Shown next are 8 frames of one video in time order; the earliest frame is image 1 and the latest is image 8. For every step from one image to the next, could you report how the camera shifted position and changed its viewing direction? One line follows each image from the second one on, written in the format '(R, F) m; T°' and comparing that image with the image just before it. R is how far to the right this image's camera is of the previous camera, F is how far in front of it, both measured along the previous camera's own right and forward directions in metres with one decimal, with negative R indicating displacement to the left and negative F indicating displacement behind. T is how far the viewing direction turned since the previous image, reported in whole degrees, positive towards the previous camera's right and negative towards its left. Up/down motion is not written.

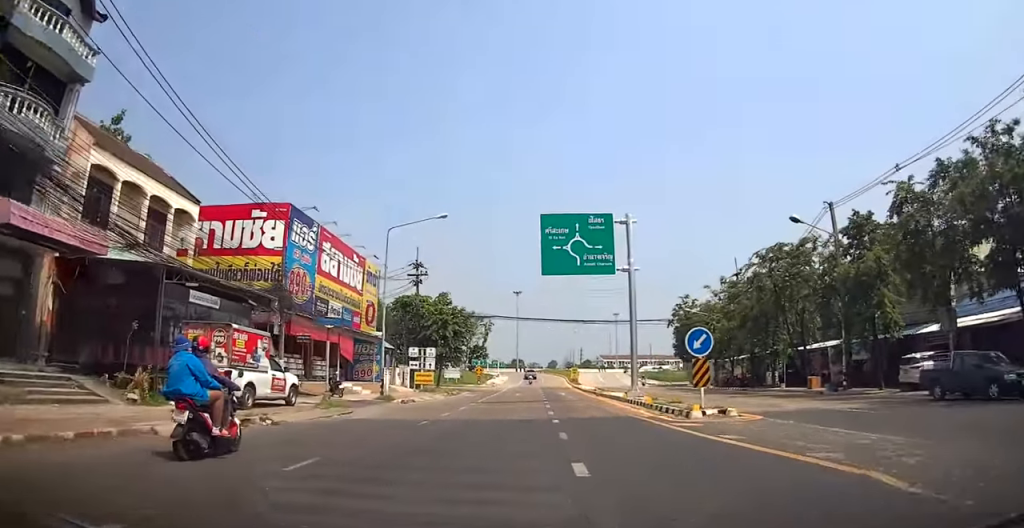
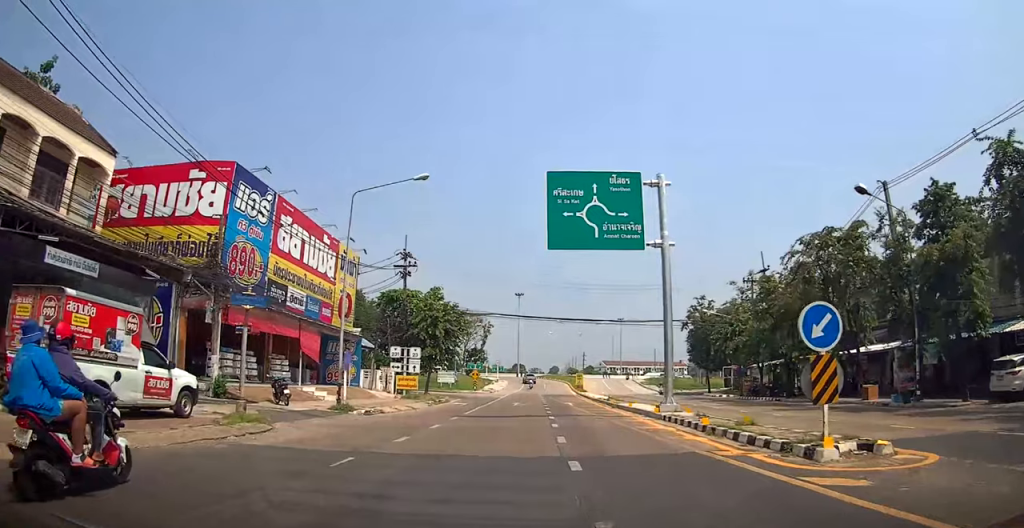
(0.0, +6.6) m; +1°
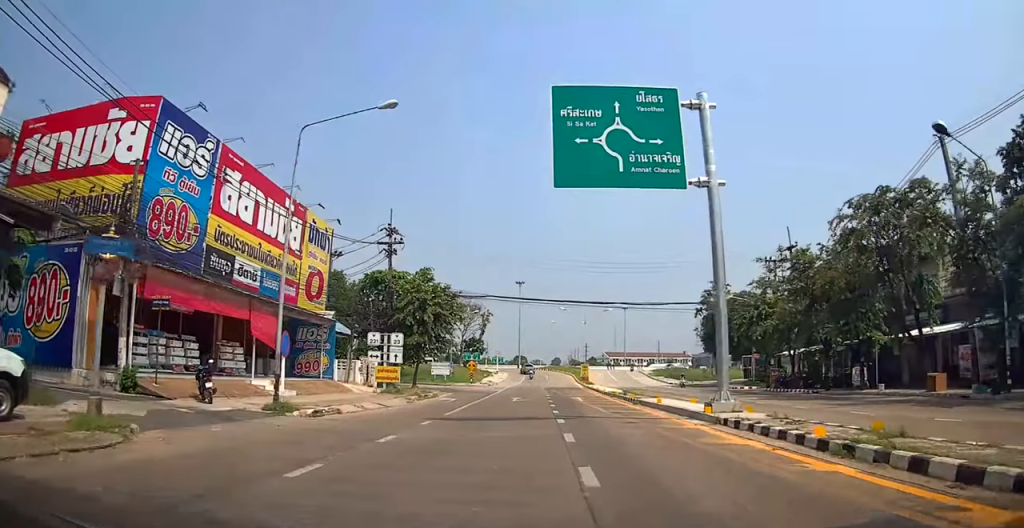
(+0.1, +5.7) m; 0°
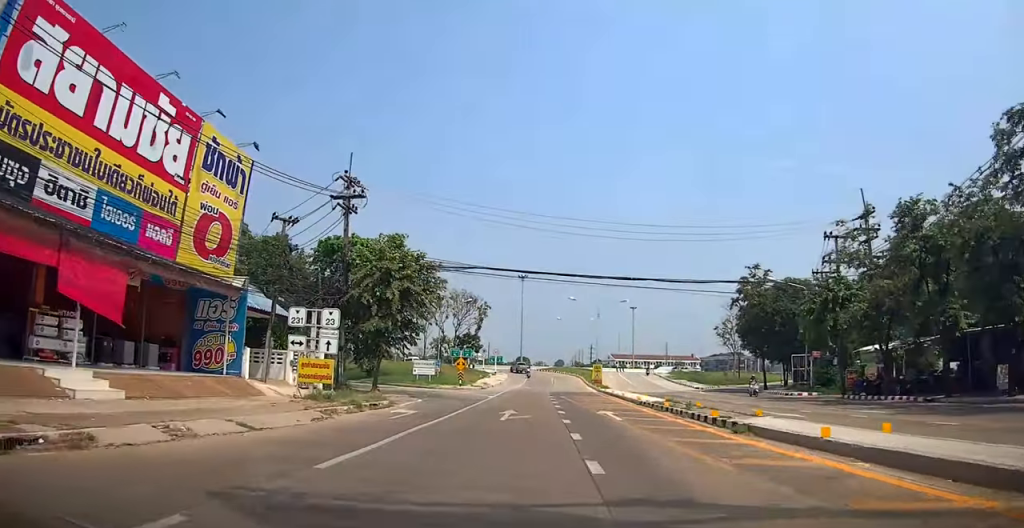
(+0.1, +11.6) m; 0°
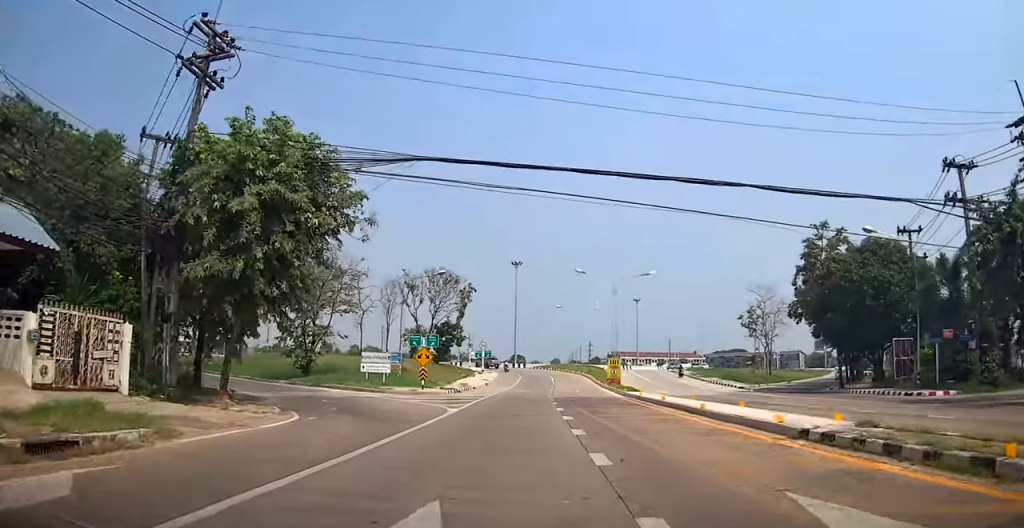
(-0.1, +16.0) m; -1°
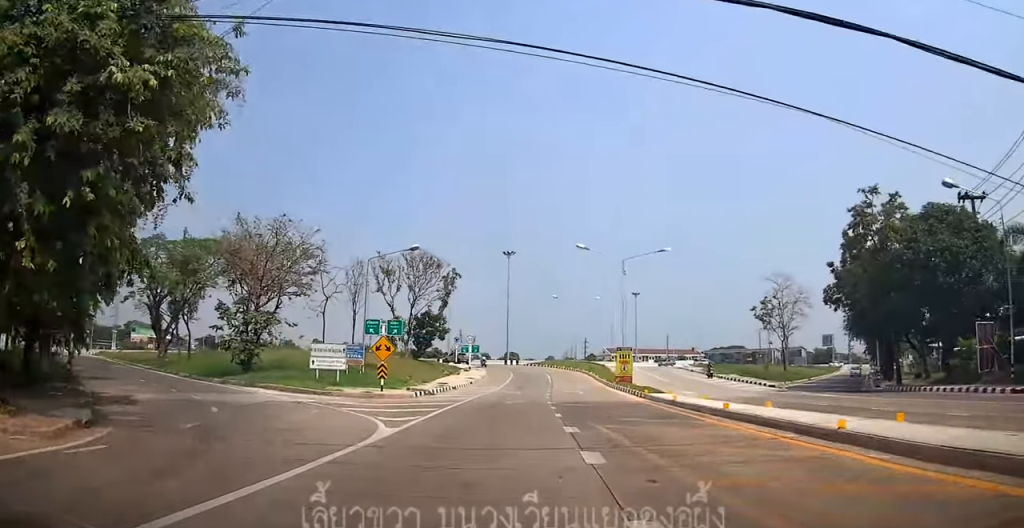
(+0.1, +8.4) m; -1°
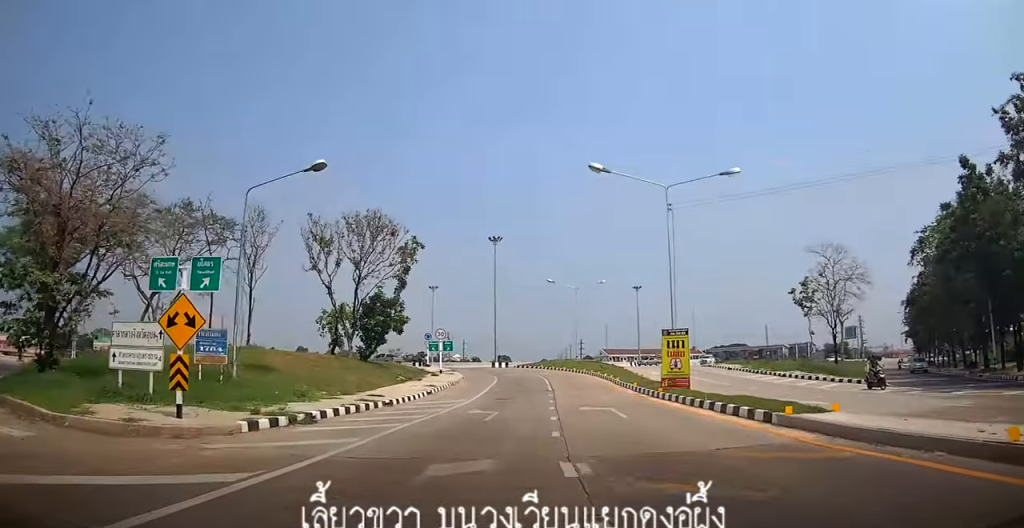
(-0.5, +16.5) m; 0°
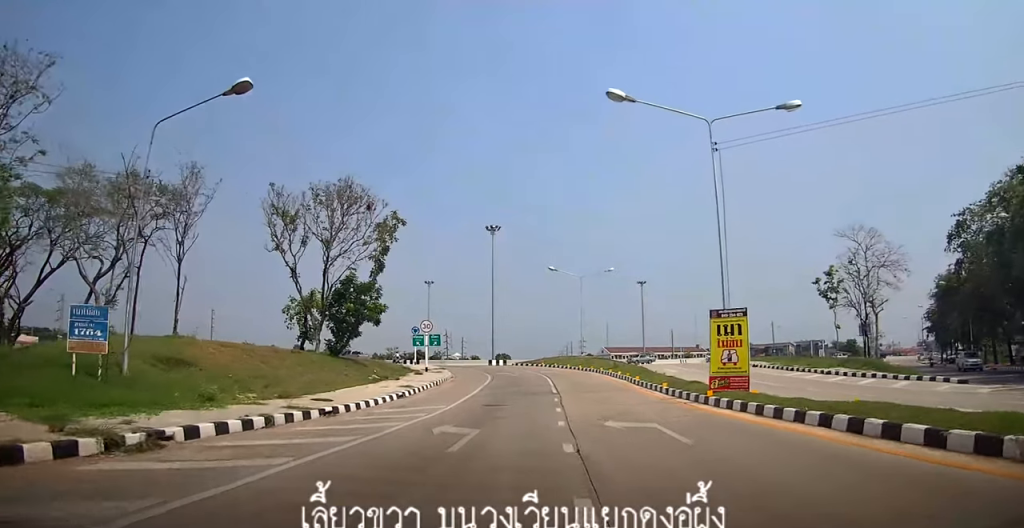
(0.0, +6.8) m; +1°
